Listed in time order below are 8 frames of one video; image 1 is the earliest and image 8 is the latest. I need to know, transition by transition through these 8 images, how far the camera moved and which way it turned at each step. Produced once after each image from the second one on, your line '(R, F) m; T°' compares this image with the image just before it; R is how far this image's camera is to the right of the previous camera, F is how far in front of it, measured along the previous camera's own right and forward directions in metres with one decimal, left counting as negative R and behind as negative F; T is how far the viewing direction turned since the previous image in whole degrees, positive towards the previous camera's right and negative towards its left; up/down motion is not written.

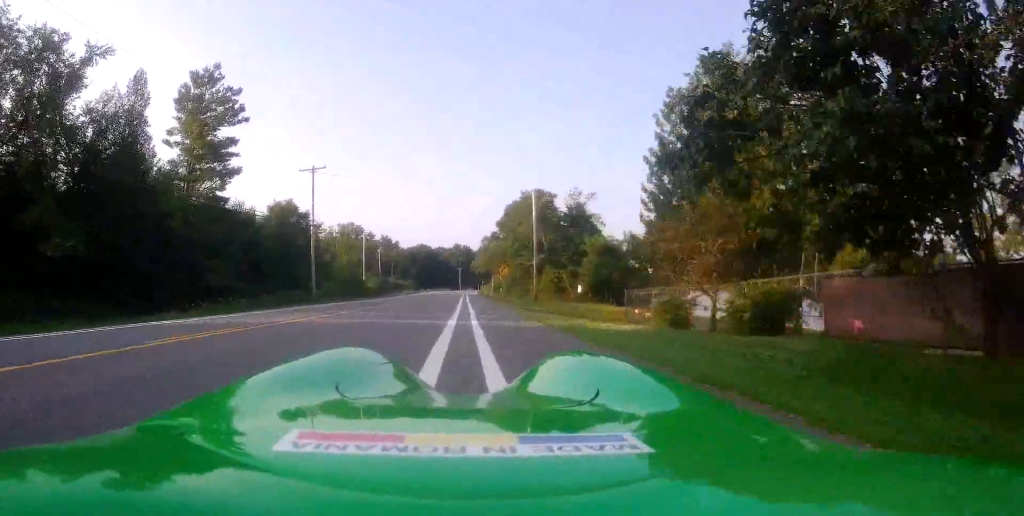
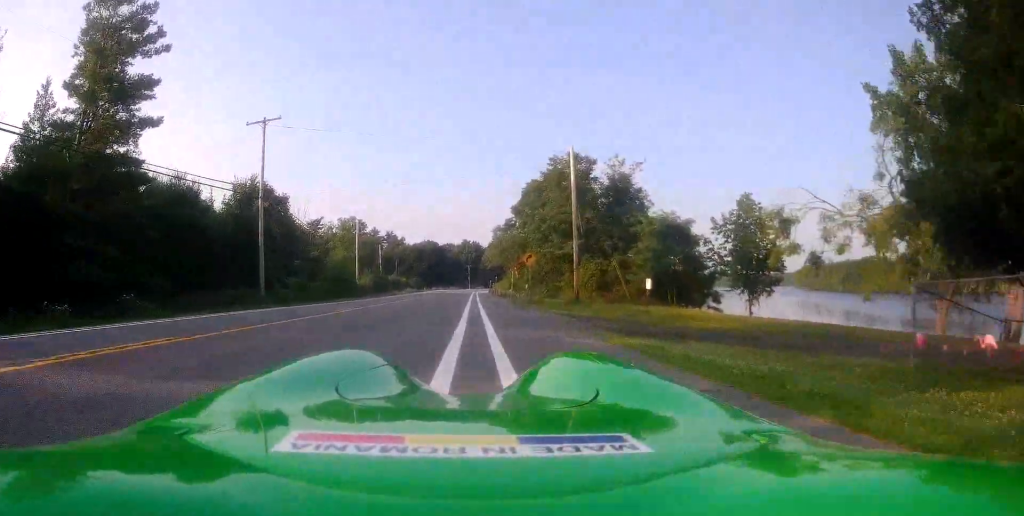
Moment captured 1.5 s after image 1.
(-0.4, +14.7) m; -2°
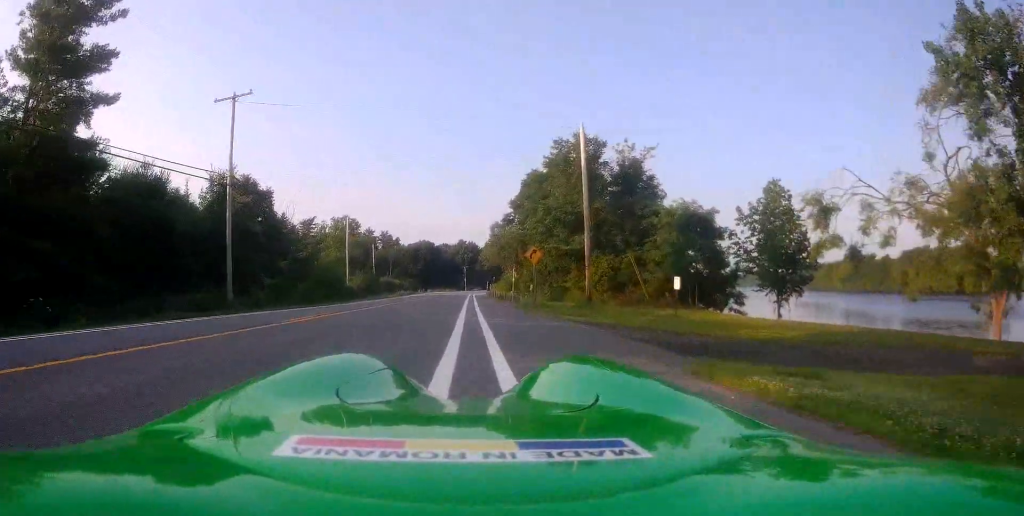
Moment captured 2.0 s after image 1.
(-0.1, +4.3) m; 0°
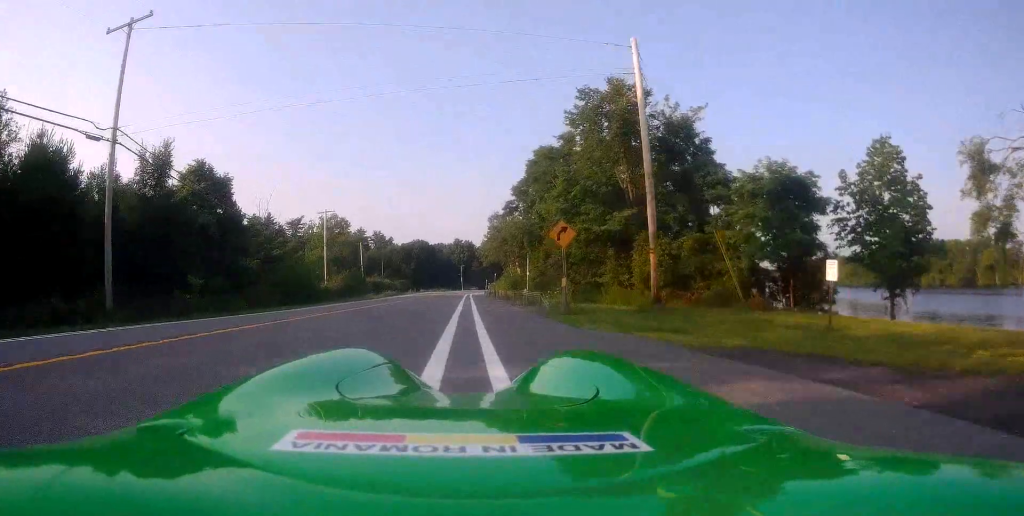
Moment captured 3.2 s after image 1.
(+0.4, +11.1) m; +2°
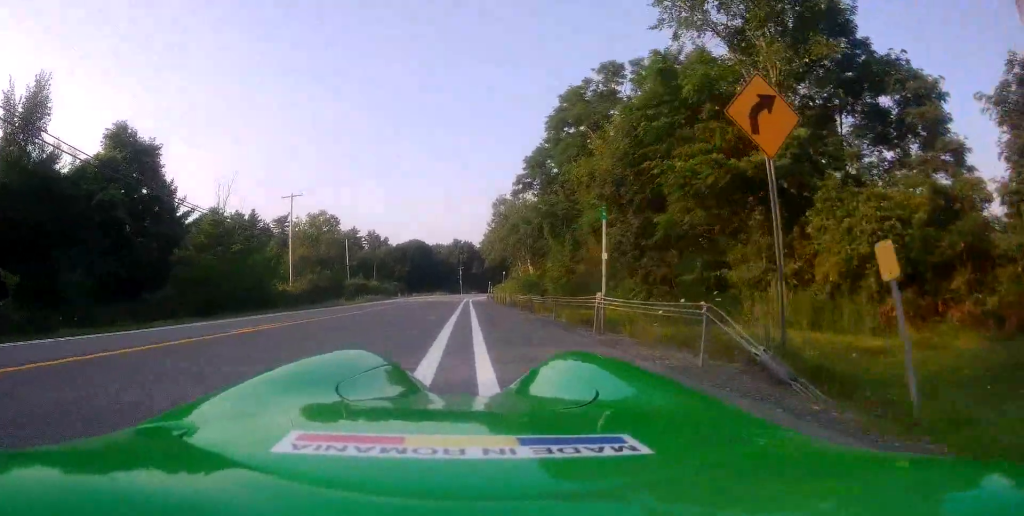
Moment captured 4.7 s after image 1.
(0.0, +14.7) m; -2°
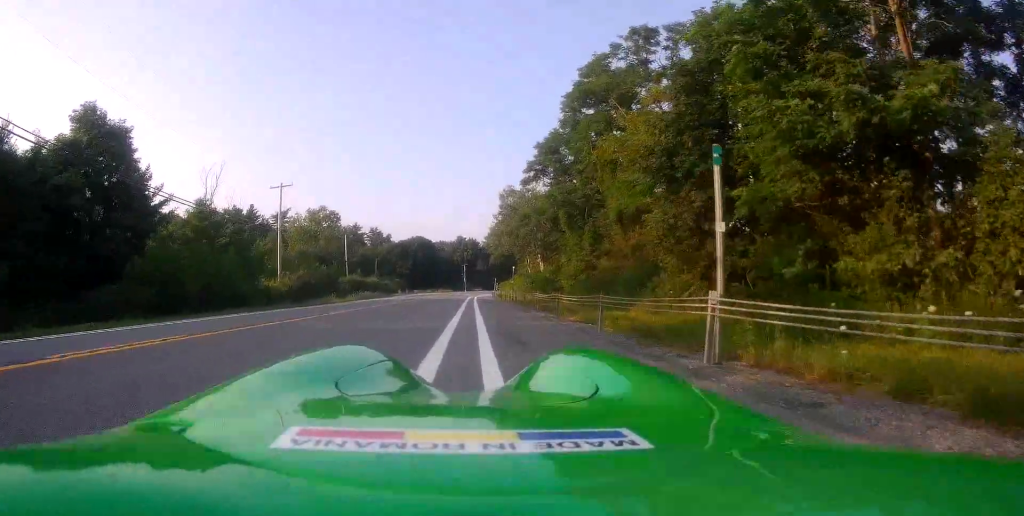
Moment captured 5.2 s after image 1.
(-0.1, +5.1) m; -1°
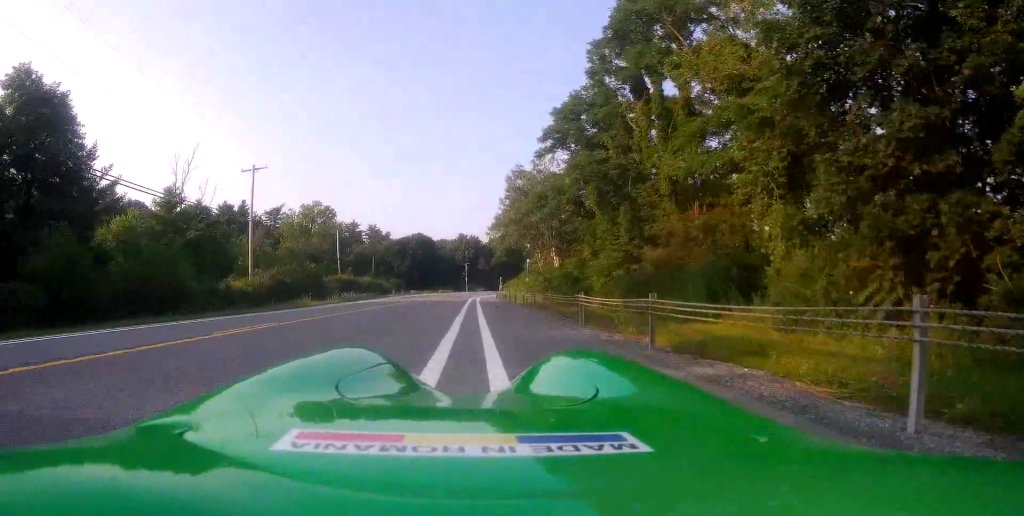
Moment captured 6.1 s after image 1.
(-0.2, +7.0) m; -2°
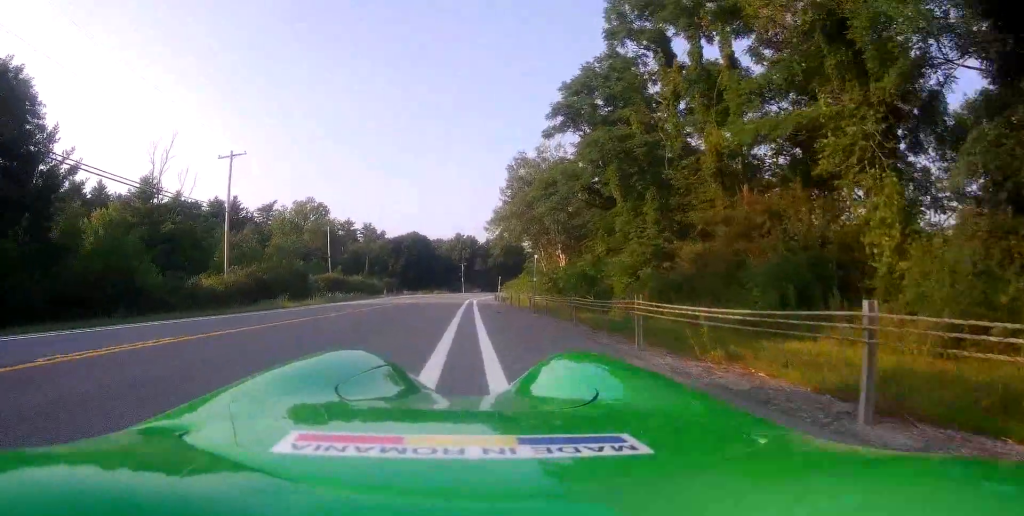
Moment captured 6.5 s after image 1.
(0.0, +2.2) m; 0°
